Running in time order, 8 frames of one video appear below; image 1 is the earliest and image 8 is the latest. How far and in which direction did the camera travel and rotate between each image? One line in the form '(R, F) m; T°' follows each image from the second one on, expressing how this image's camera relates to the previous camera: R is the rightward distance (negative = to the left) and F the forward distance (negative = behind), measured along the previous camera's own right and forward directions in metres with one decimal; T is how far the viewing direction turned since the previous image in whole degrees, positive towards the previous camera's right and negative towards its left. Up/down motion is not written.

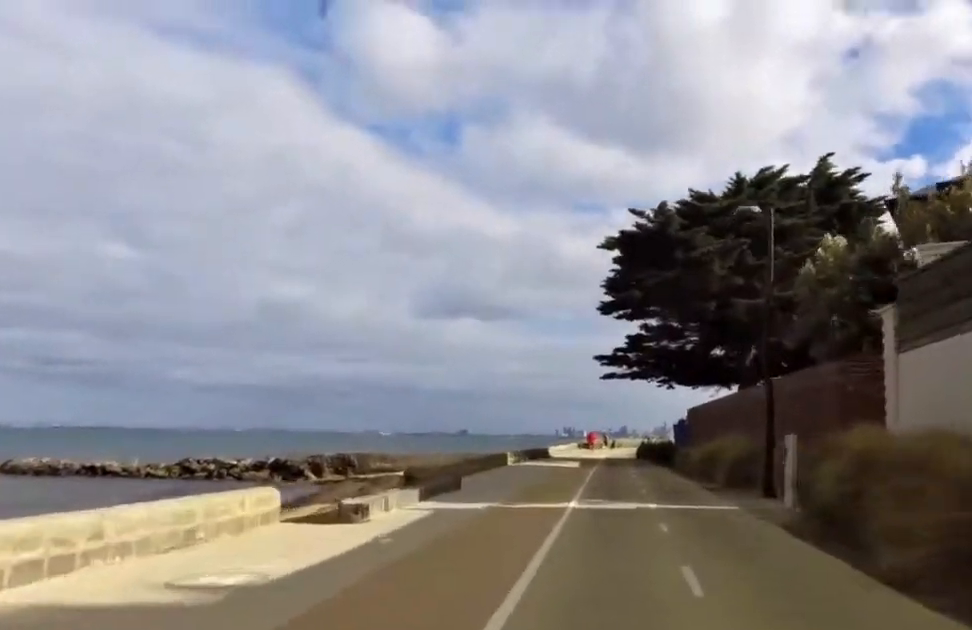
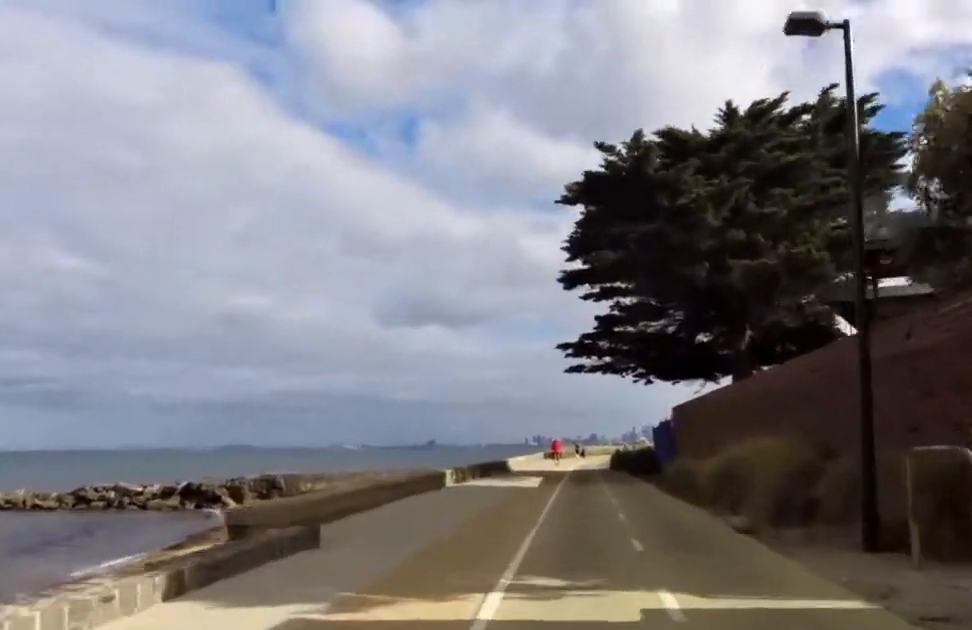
(-0.1, +6.3) m; 0°
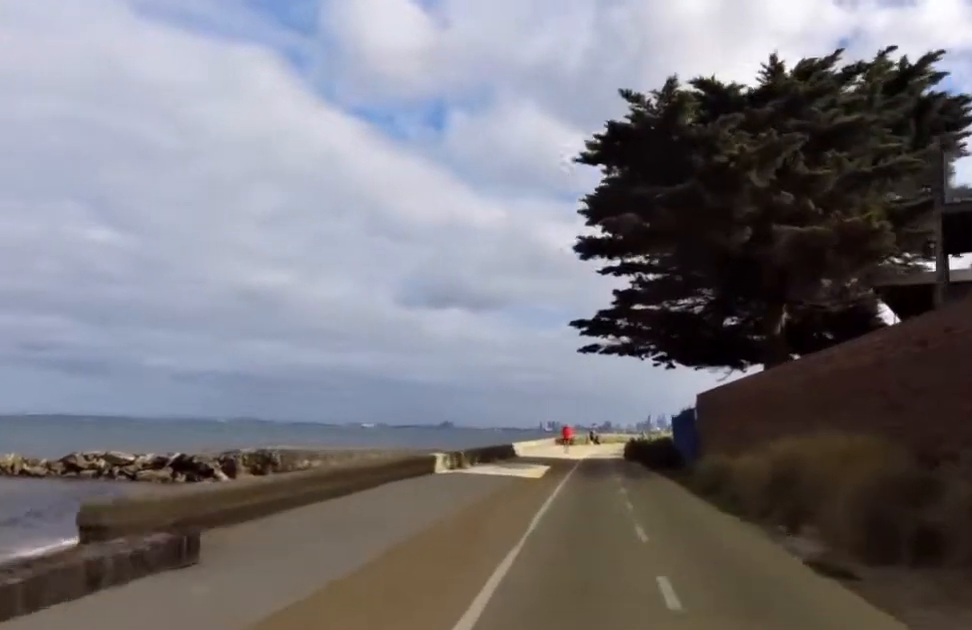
(-0.1, +3.0) m; +1°
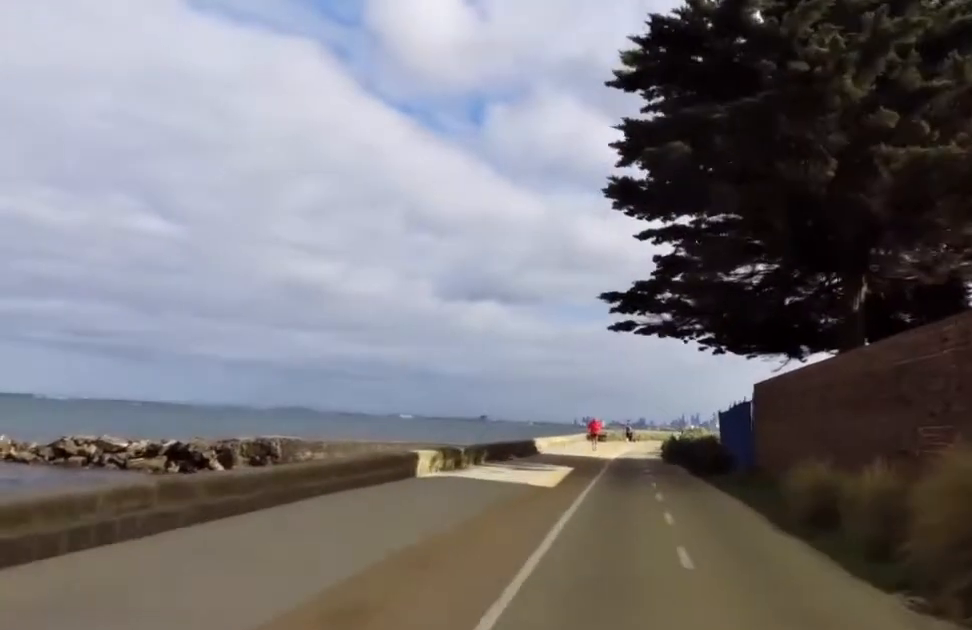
(+0.2, +4.8) m; +1°
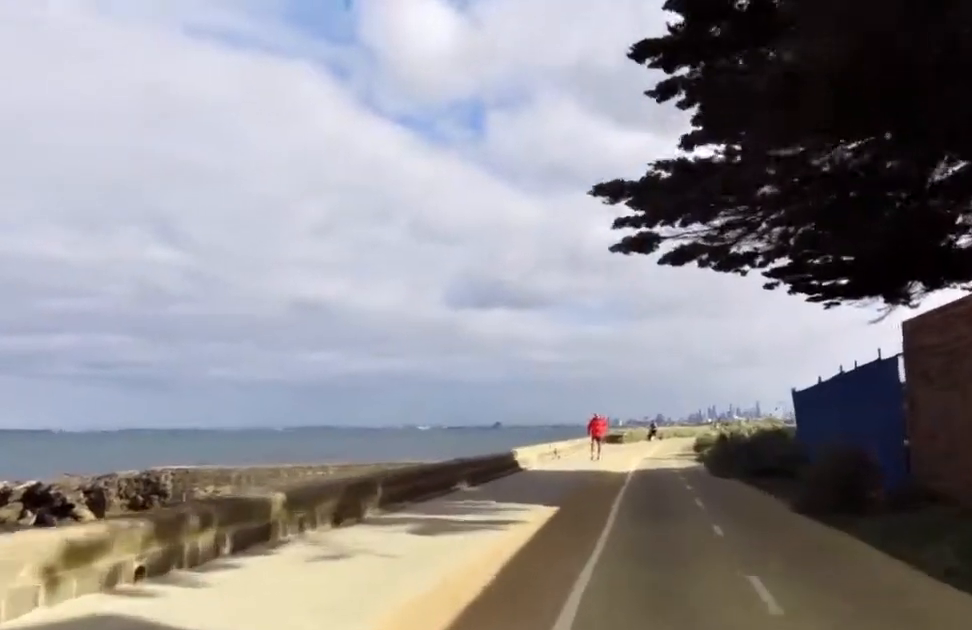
(-0.1, +10.2) m; -3°
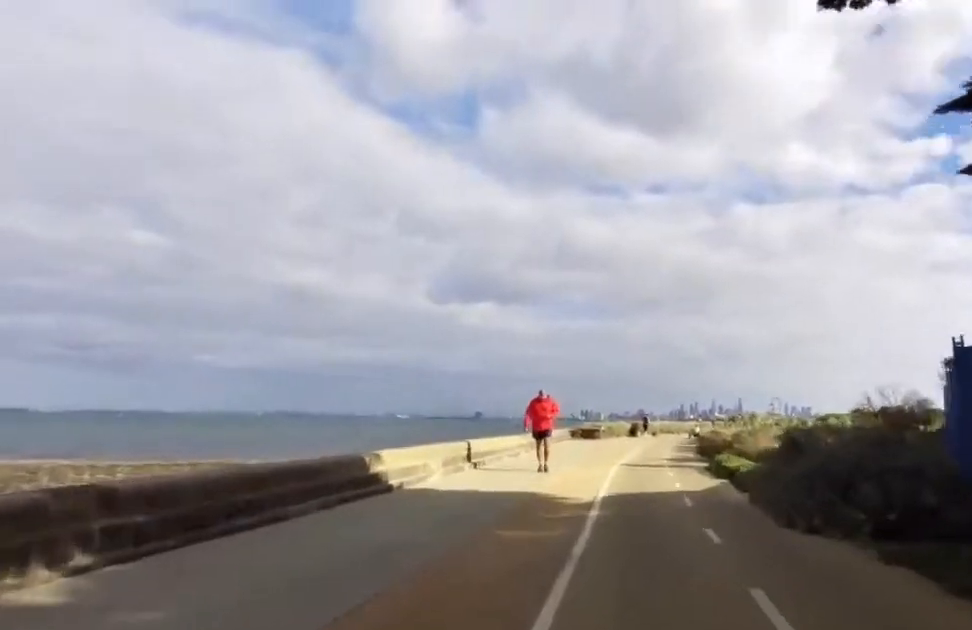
(-0.1, +9.8) m; 0°
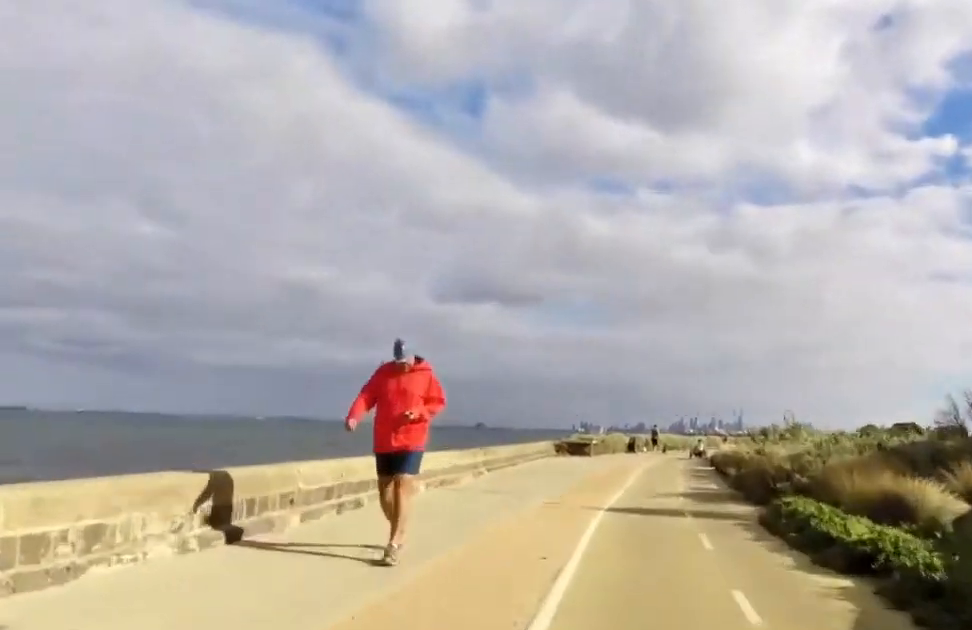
(+0.2, +7.9) m; +3°
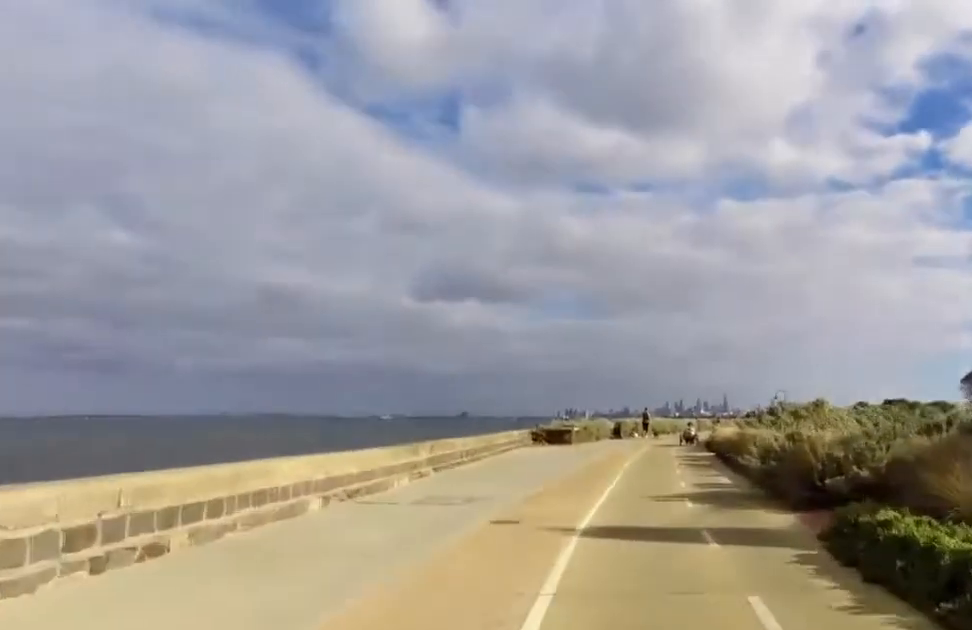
(+0.2, +4.1) m; 0°
